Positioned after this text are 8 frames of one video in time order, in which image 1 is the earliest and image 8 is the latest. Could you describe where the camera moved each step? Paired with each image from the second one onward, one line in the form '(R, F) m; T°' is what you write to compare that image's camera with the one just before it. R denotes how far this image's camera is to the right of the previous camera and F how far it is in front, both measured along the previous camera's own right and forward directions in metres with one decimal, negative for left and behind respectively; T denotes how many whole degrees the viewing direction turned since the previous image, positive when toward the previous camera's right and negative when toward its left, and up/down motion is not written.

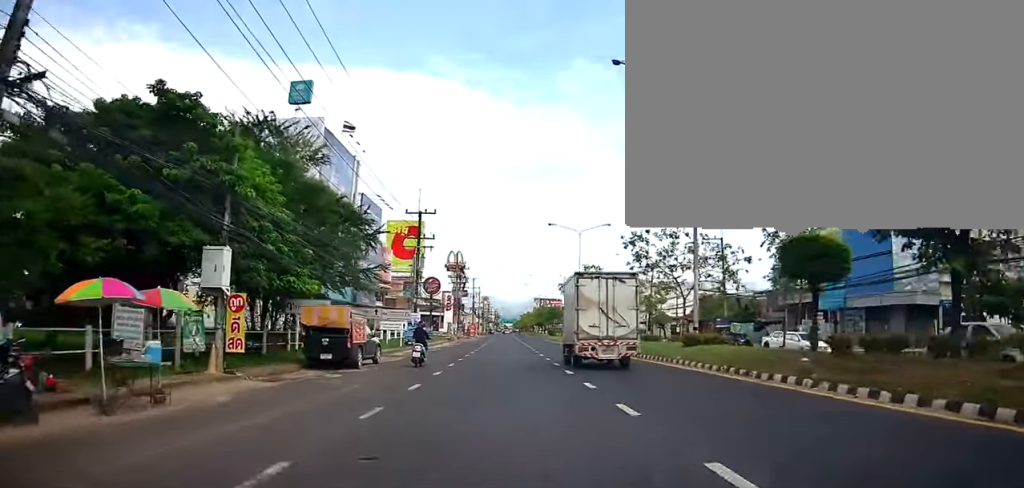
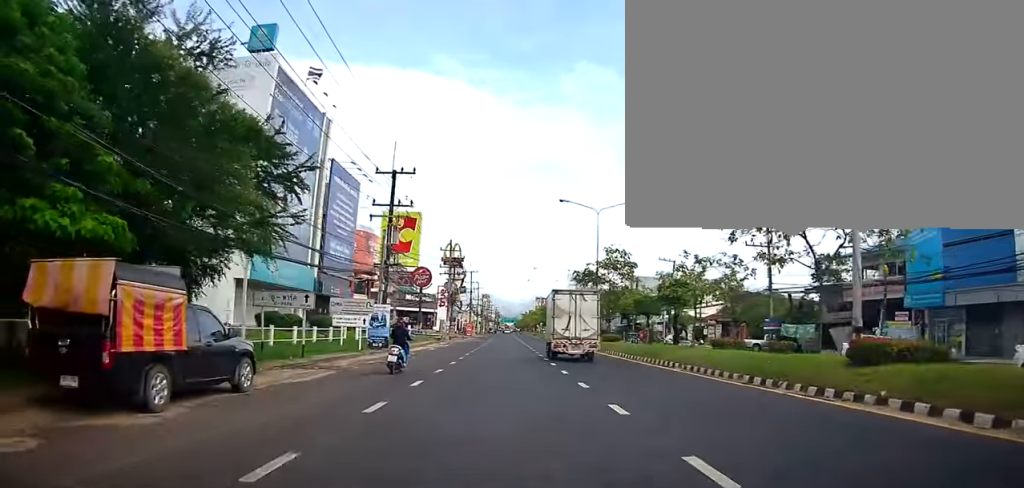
(+0.1, +11.4) m; +2°
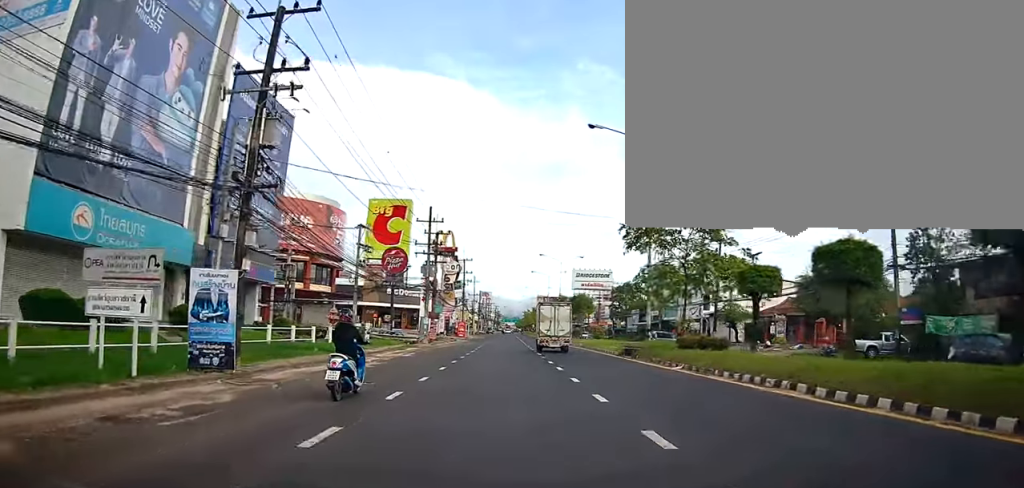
(+0.3, +18.6) m; -1°
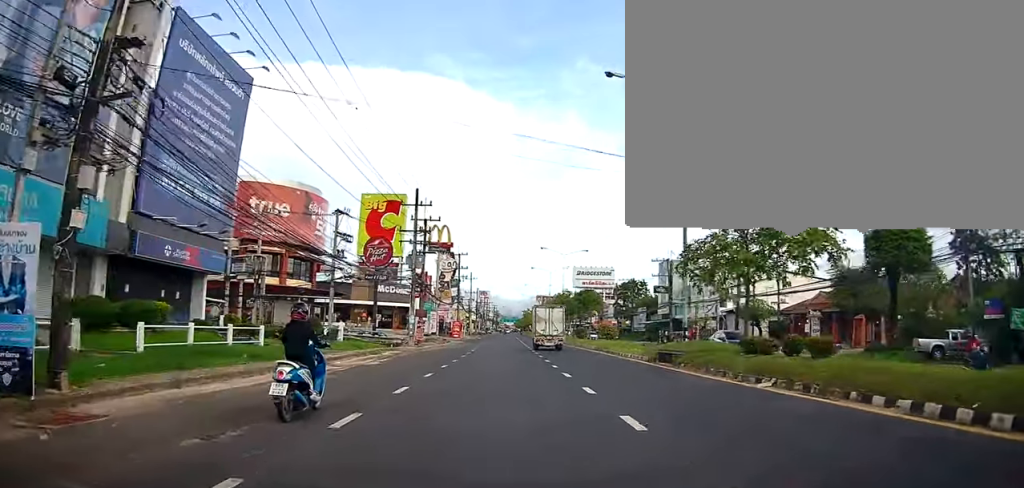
(-0.2, +6.8) m; -1°
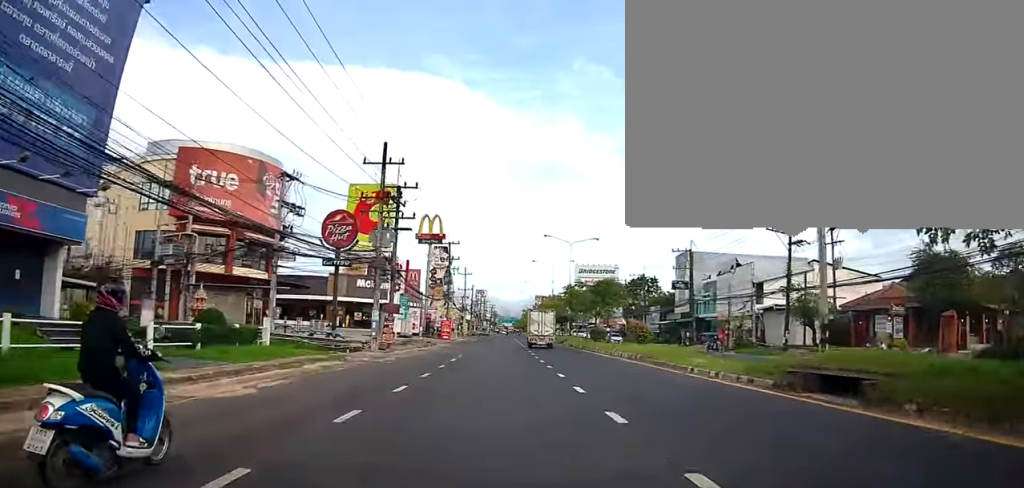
(-0.1, +11.4) m; +1°
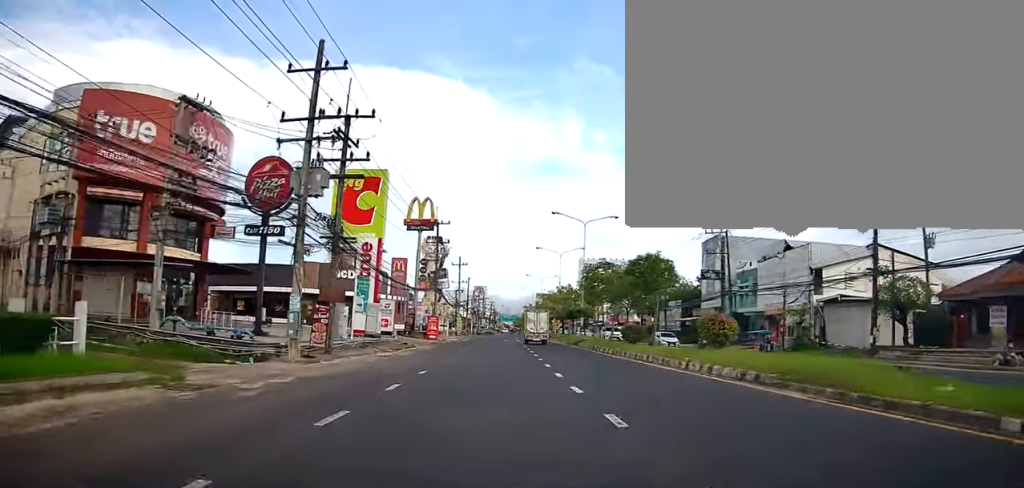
(+0.3, +12.4) m; +1°
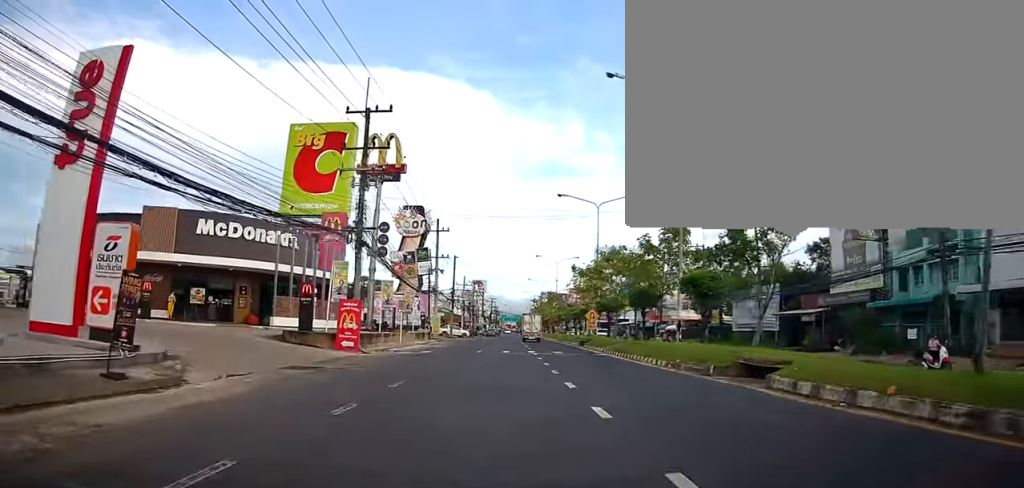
(-0.9, +32.5) m; -2°
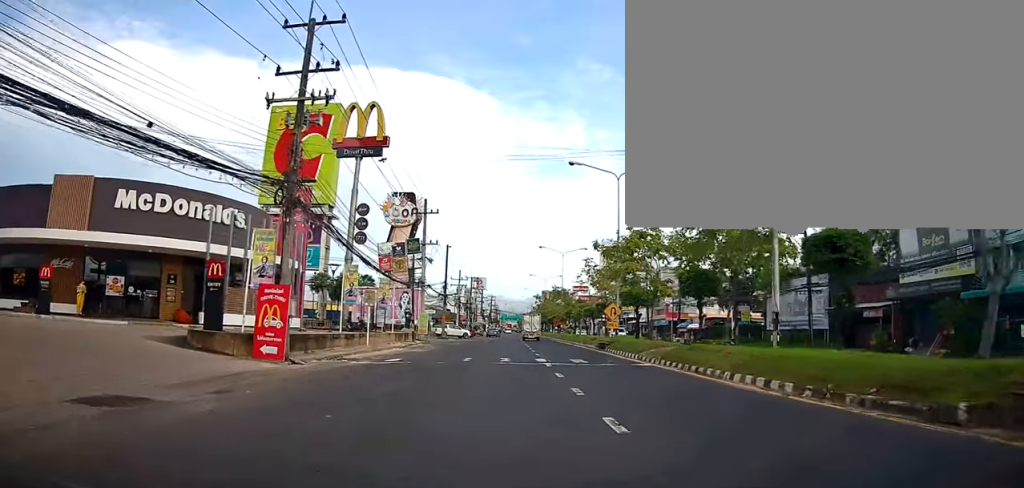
(0.0, +9.5) m; +1°
